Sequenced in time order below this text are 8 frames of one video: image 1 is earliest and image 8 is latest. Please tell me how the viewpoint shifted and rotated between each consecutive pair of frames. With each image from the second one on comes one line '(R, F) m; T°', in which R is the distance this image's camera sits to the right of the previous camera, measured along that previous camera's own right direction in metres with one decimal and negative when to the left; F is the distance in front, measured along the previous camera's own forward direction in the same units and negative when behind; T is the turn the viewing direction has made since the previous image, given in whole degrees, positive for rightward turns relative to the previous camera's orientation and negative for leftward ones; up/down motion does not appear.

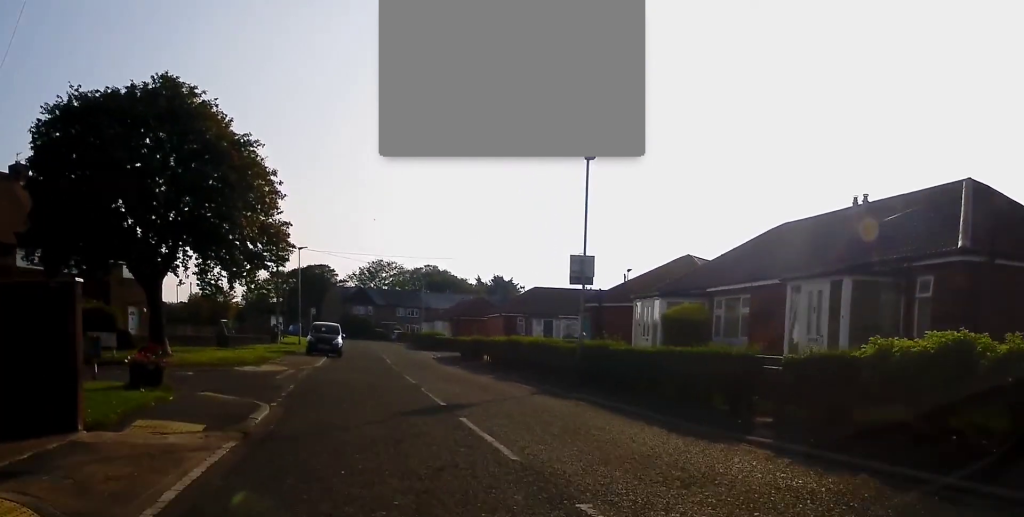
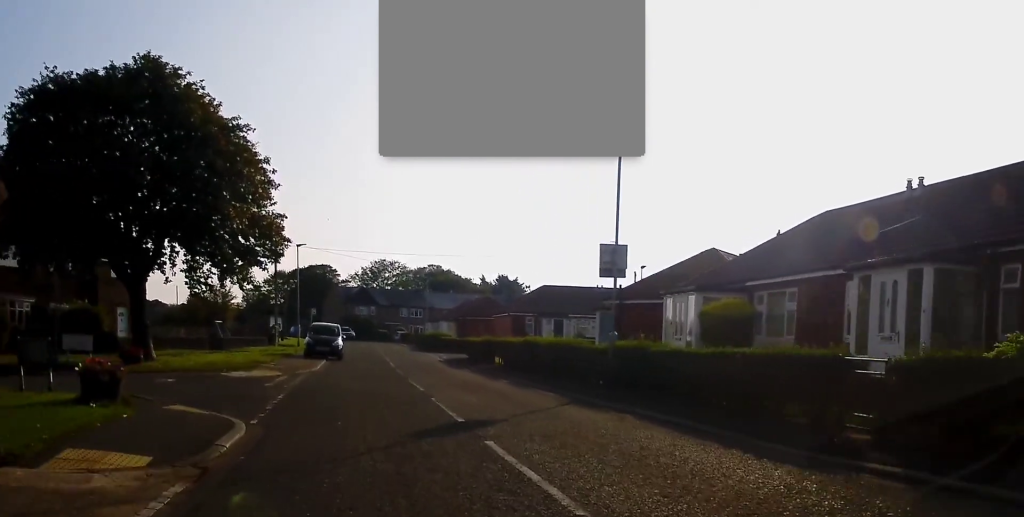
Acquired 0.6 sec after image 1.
(+0.3, +2.5) m; 0°
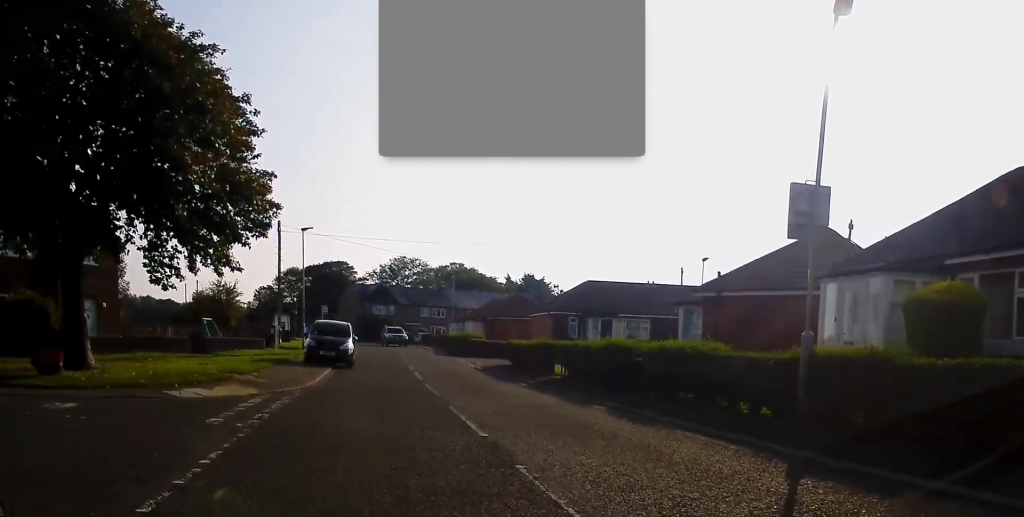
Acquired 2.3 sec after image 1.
(-0.6, +7.6) m; -7°
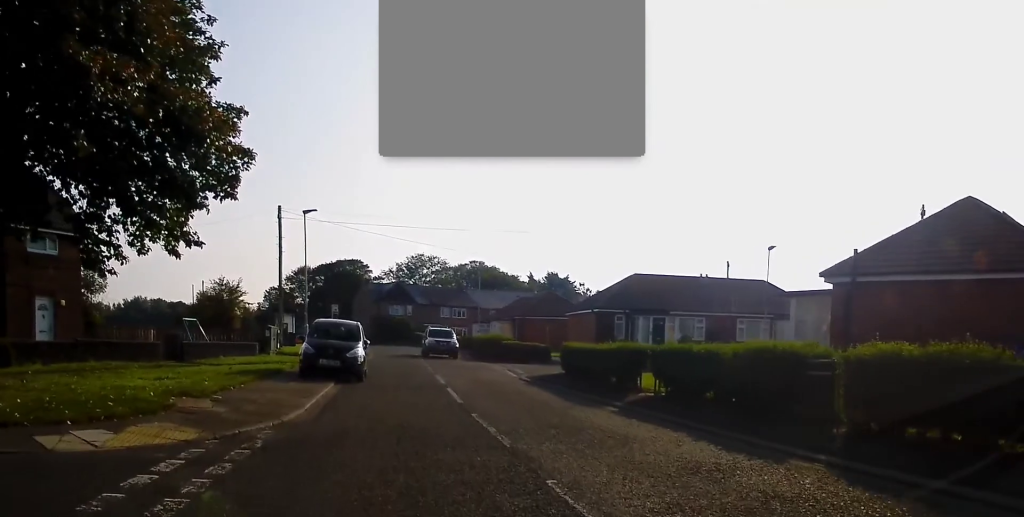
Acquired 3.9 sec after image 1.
(0.0, +6.8) m; 0°
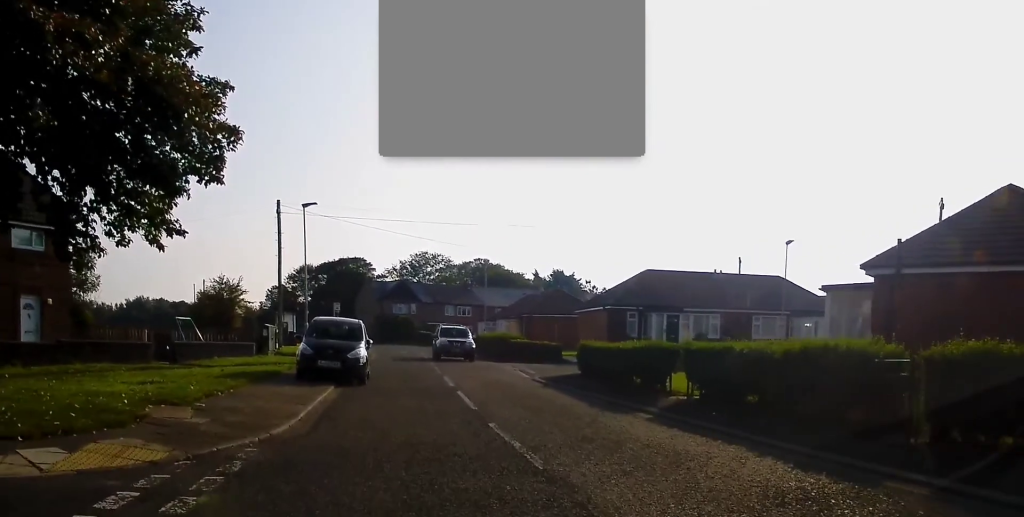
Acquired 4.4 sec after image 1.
(0.0, +1.7) m; 0°
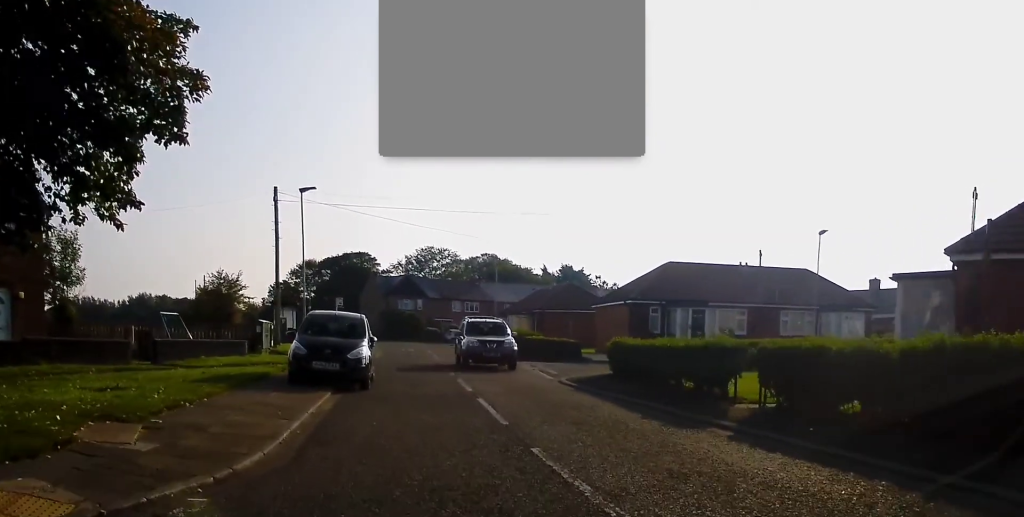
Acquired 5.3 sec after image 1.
(0.0, +2.9) m; 0°
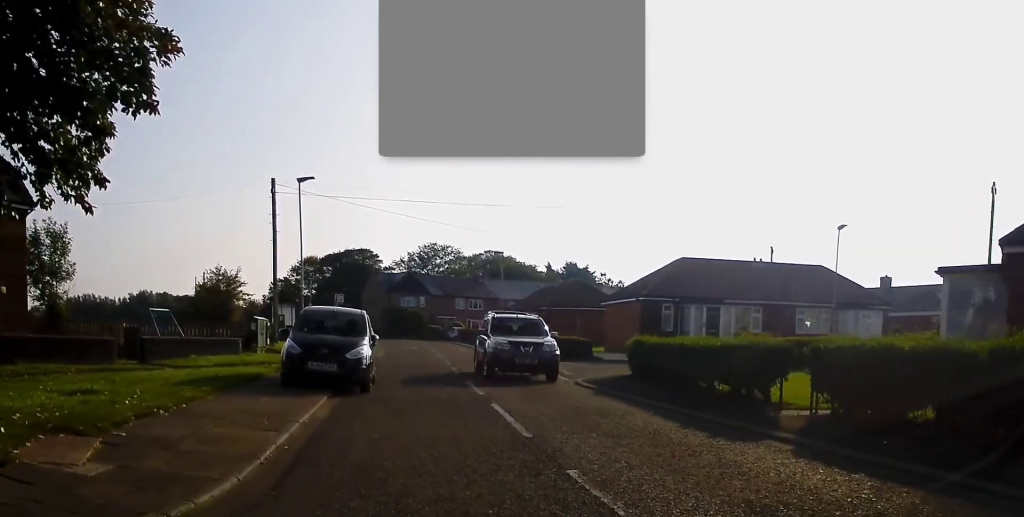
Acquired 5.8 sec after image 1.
(0.0, +1.5) m; 0°
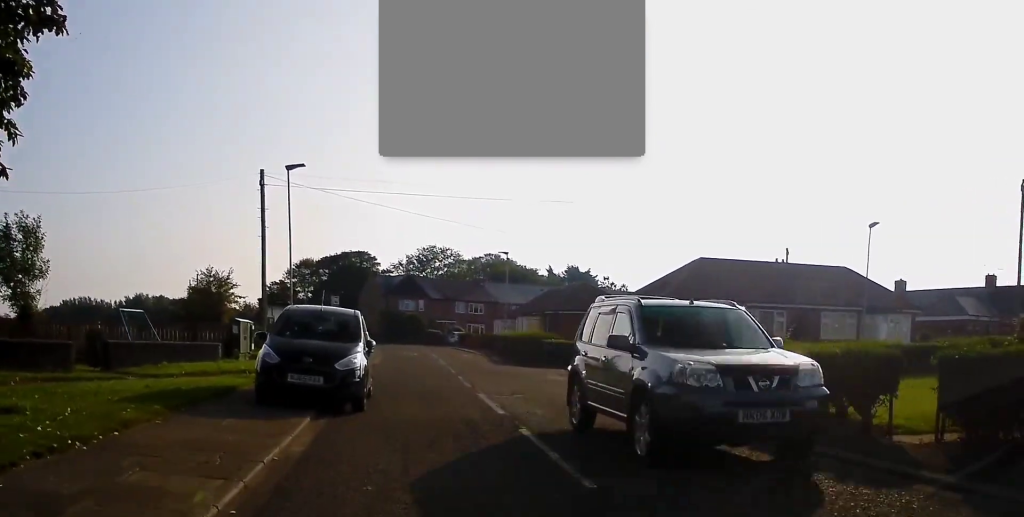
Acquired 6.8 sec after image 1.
(0.0, +2.9) m; 0°
